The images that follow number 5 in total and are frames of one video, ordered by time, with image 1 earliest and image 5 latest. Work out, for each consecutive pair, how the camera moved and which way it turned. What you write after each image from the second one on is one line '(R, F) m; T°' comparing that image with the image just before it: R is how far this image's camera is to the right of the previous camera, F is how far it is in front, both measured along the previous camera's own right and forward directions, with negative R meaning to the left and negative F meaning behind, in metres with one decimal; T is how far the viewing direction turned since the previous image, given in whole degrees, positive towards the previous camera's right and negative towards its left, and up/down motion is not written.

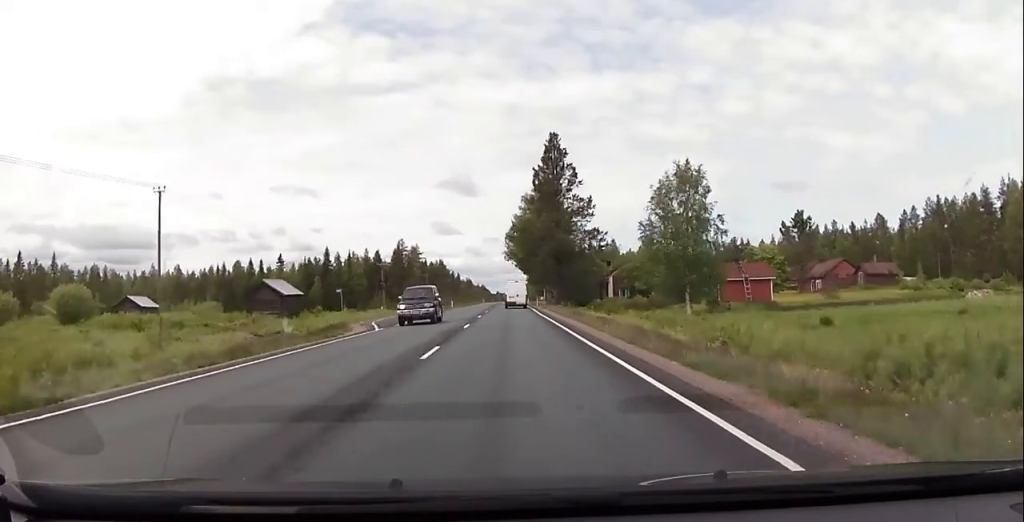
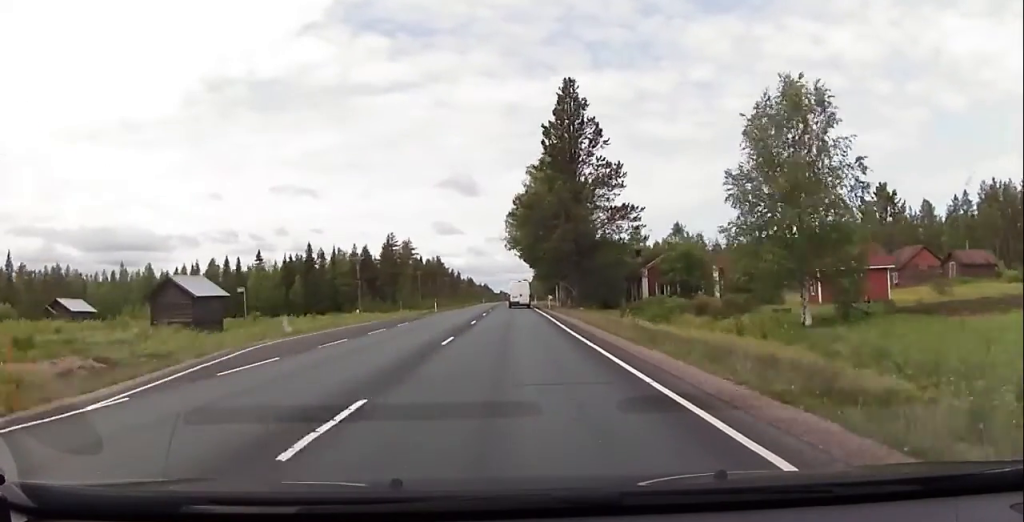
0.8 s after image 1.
(0.0, +19.9) m; 0°
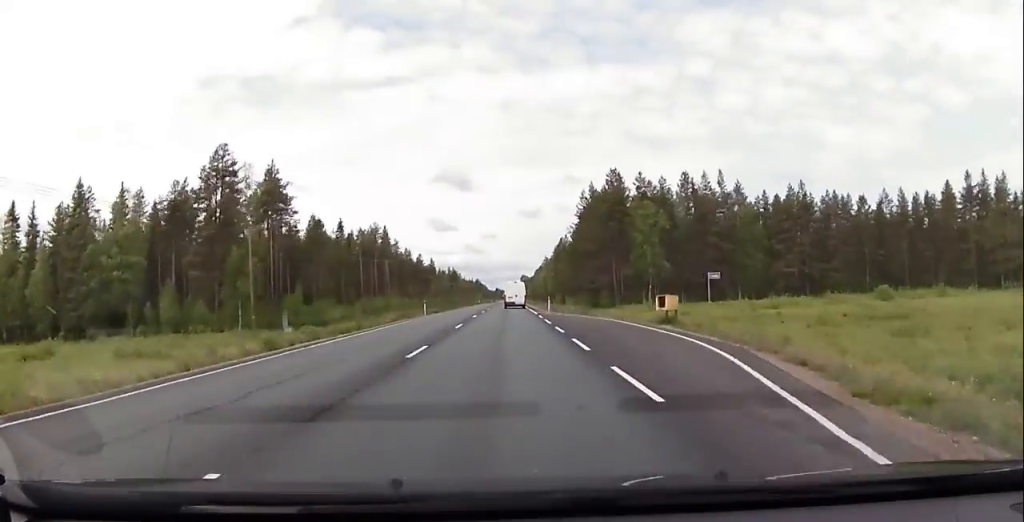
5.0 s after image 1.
(0.0, +99.0) m; 0°
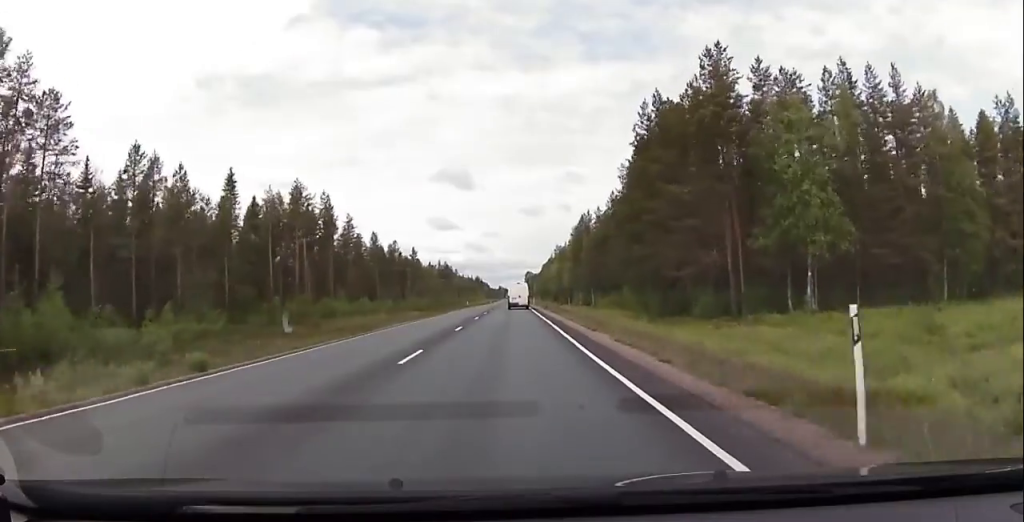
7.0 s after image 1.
(-0.7, +48.6) m; -1°
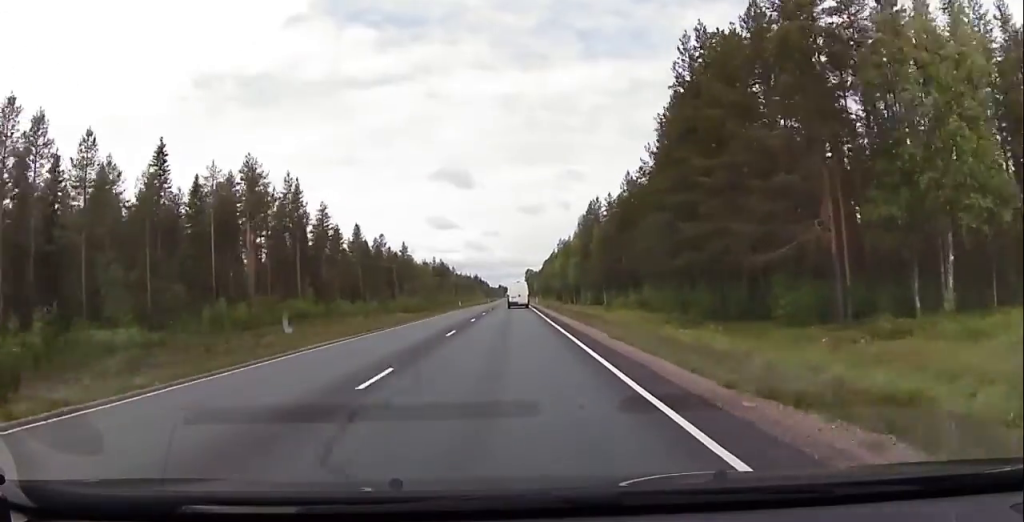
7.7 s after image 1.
(-0.1, +15.2) m; 0°
